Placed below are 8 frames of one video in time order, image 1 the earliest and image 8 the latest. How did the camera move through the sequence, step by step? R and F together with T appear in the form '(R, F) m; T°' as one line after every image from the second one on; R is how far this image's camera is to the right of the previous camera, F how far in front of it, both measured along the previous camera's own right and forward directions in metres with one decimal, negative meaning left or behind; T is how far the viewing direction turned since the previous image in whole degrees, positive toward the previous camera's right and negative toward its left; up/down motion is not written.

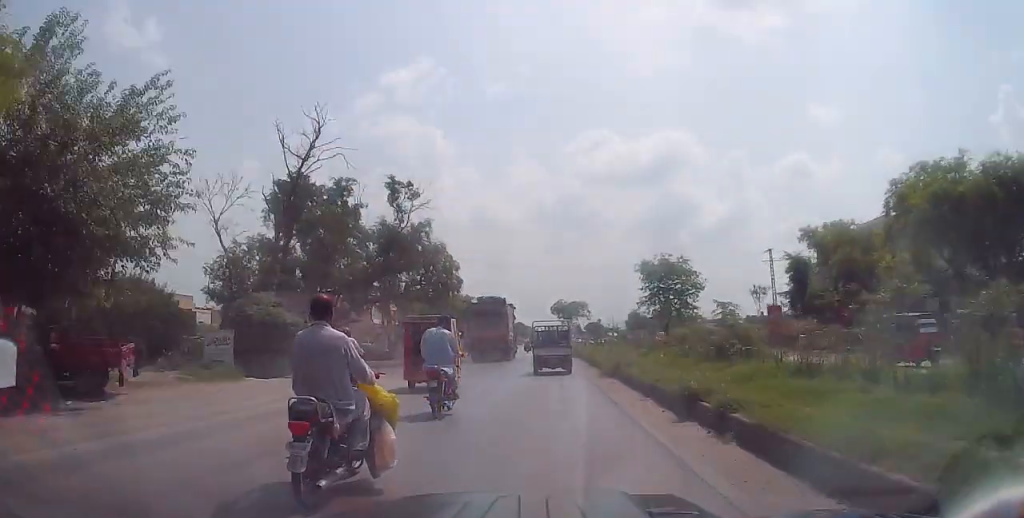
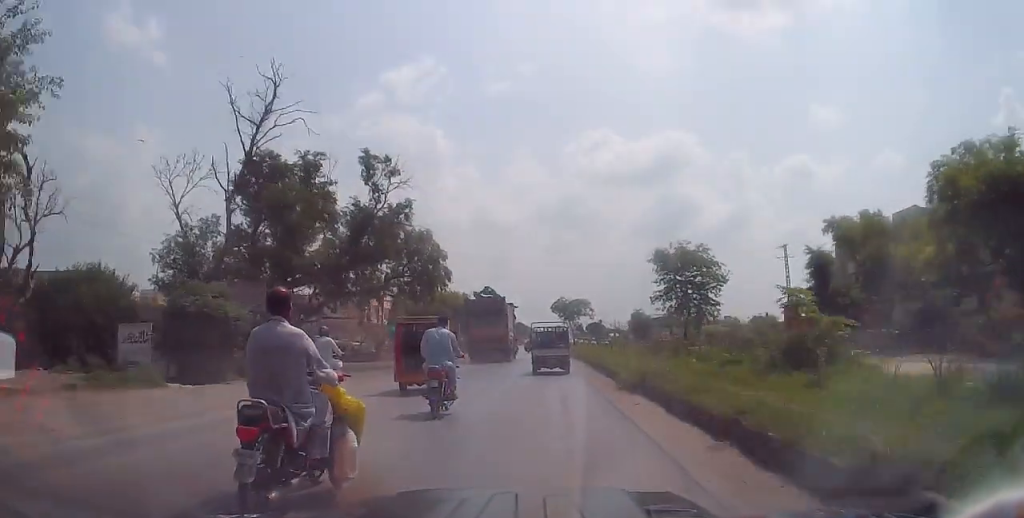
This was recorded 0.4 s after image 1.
(+0.2, +4.9) m; 0°
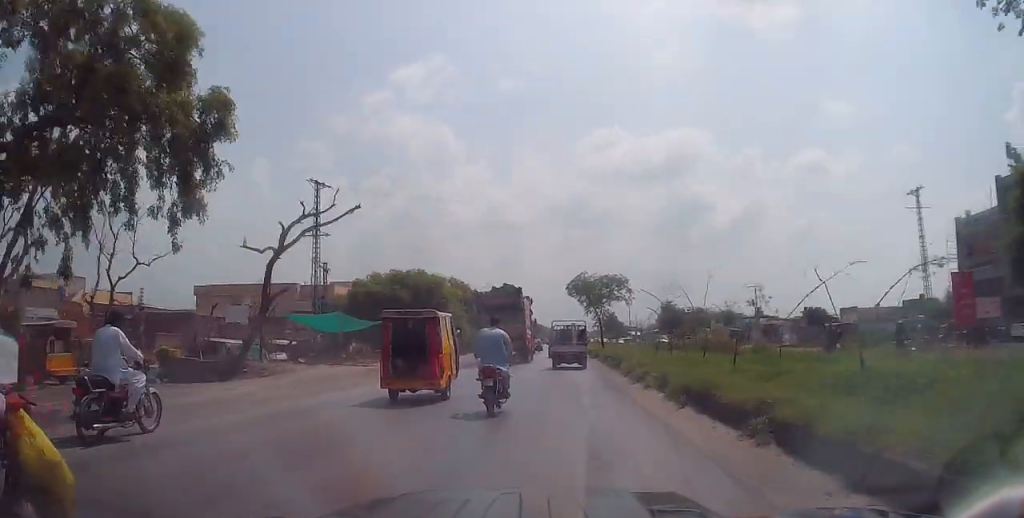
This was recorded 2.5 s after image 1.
(-1.1, +26.6) m; -3°
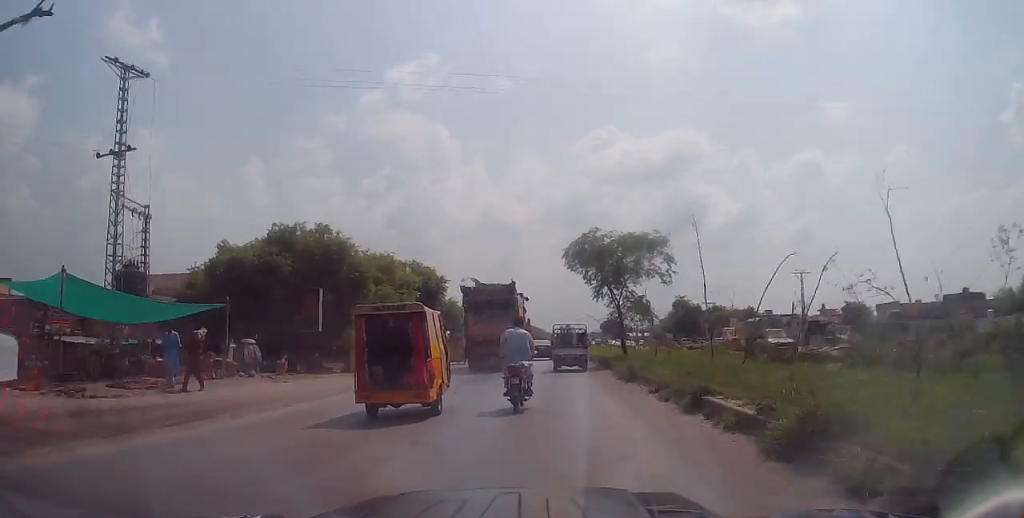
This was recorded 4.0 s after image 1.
(0.0, +19.6) m; +1°
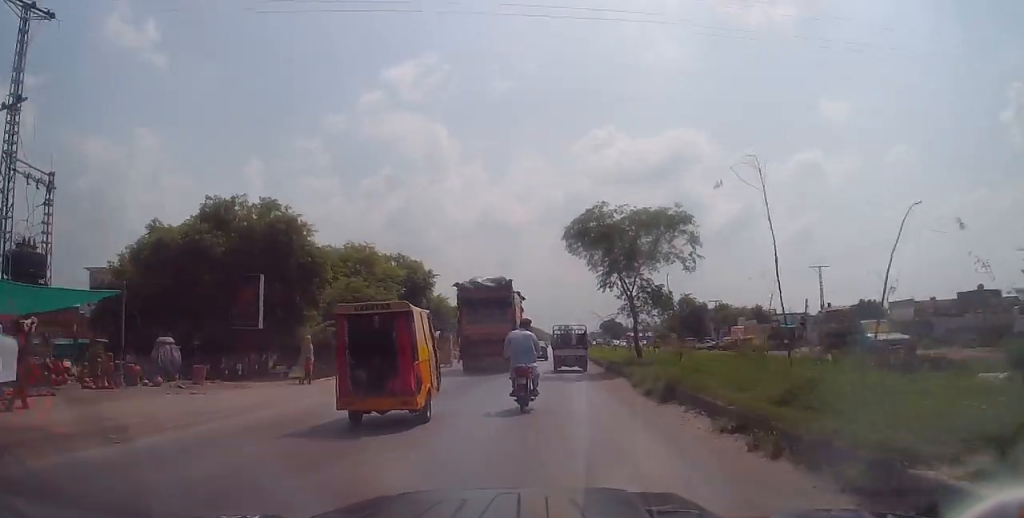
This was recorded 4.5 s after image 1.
(-0.1, +5.7) m; +1°
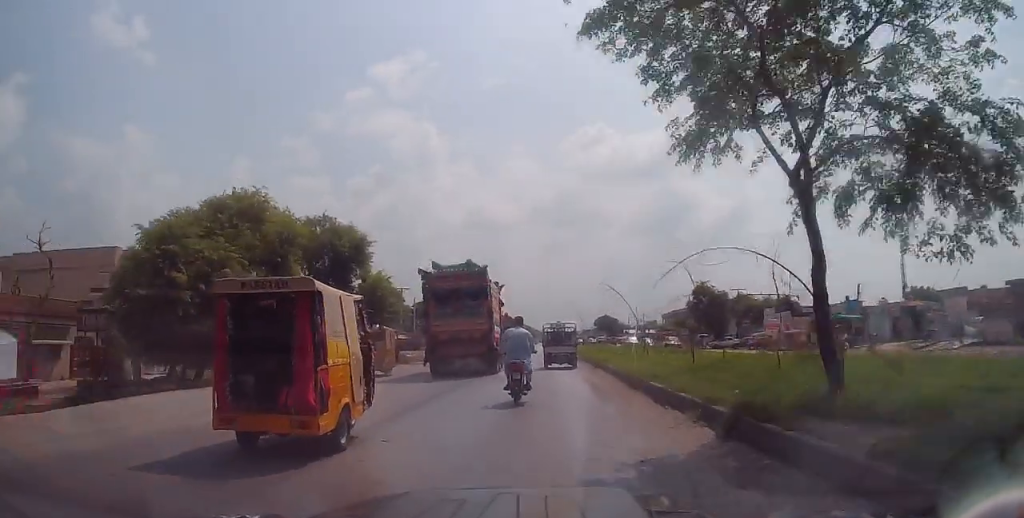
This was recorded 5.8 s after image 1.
(+0.3, +18.2) m; -1°
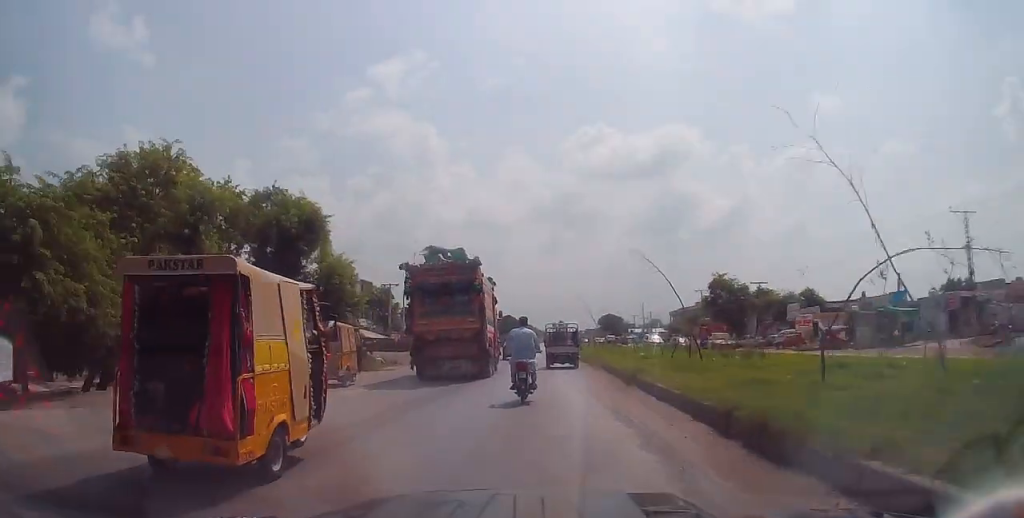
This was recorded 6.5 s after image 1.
(-0.2, +8.5) m; -1°
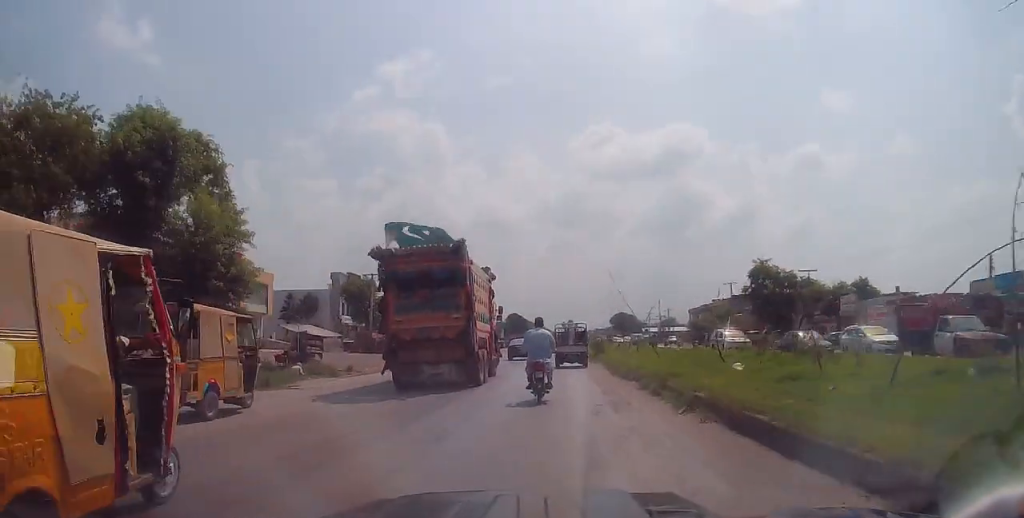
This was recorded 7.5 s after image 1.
(-0.1, +13.7) m; +2°
